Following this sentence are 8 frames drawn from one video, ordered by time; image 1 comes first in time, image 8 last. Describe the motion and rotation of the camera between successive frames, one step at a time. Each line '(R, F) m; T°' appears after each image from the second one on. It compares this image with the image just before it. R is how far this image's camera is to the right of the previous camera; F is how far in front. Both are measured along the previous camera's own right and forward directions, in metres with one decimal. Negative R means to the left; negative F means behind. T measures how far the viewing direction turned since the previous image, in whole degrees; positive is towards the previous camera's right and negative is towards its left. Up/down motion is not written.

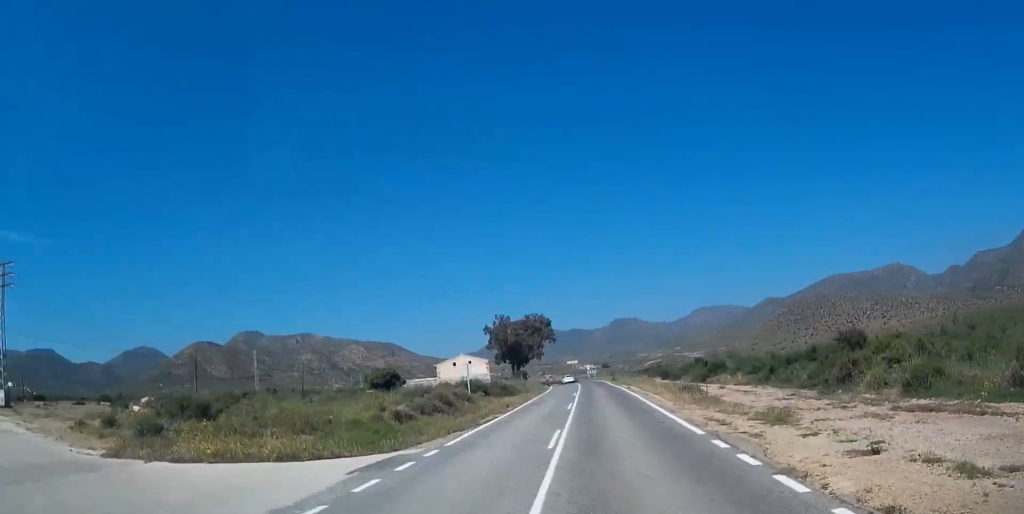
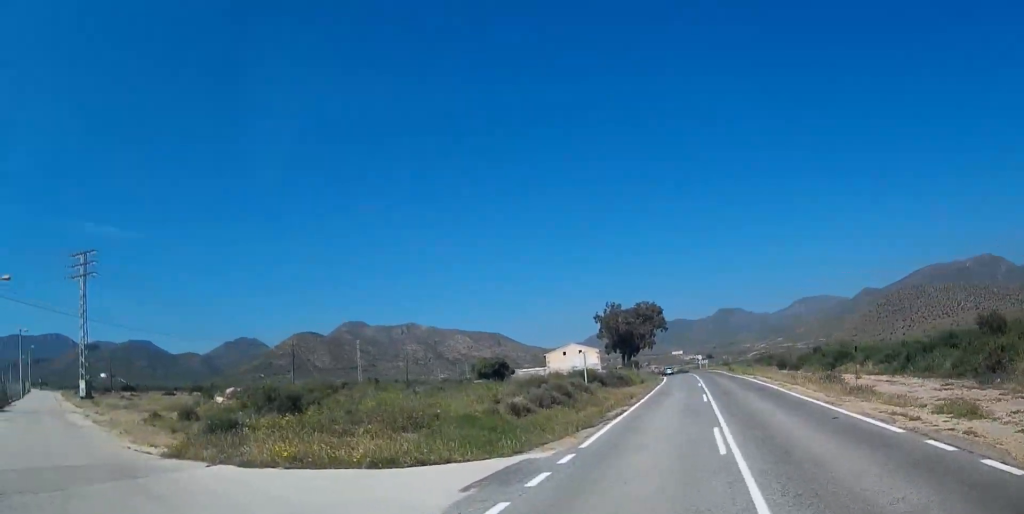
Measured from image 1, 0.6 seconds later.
(+0.2, +5.0) m; -5°
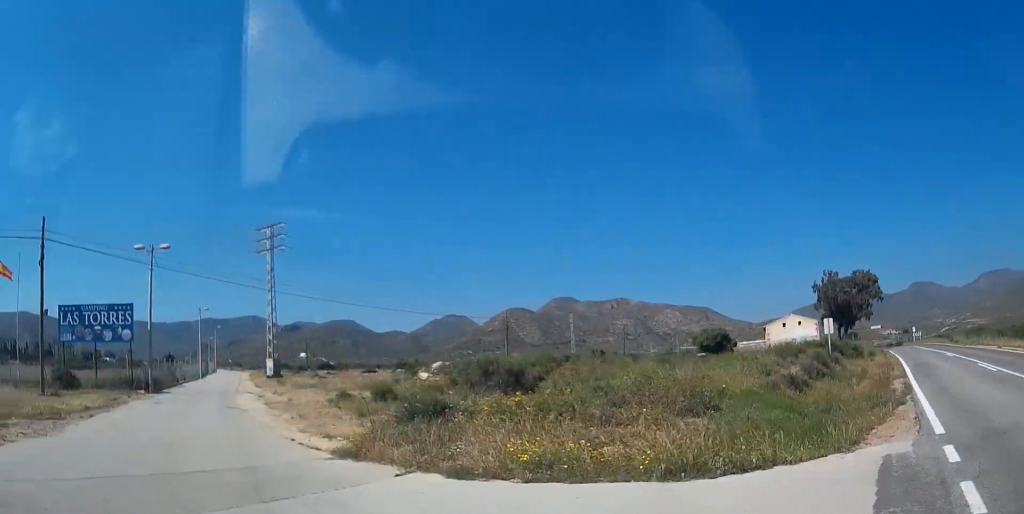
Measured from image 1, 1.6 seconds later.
(-0.7, +5.8) m; -30°
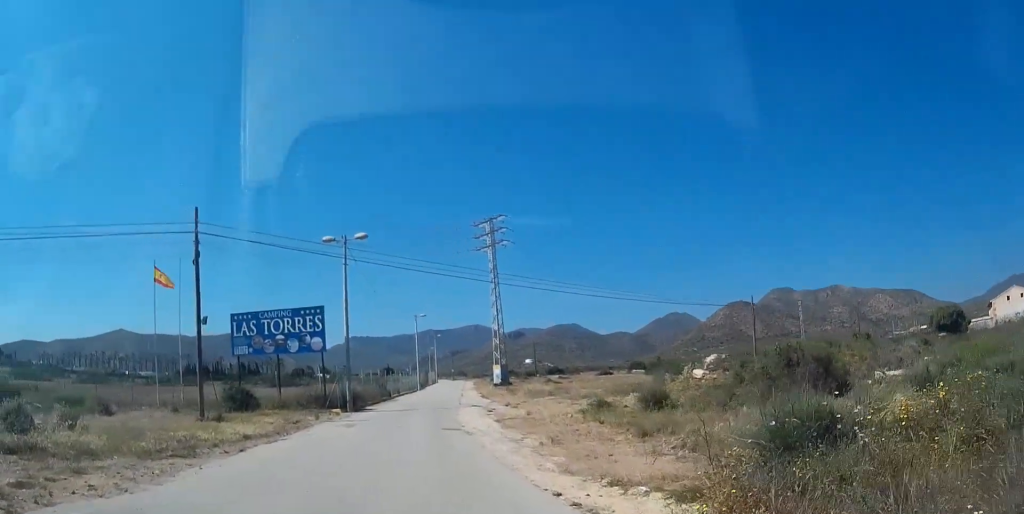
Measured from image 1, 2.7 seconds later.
(-2.7, +4.3) m; -43°
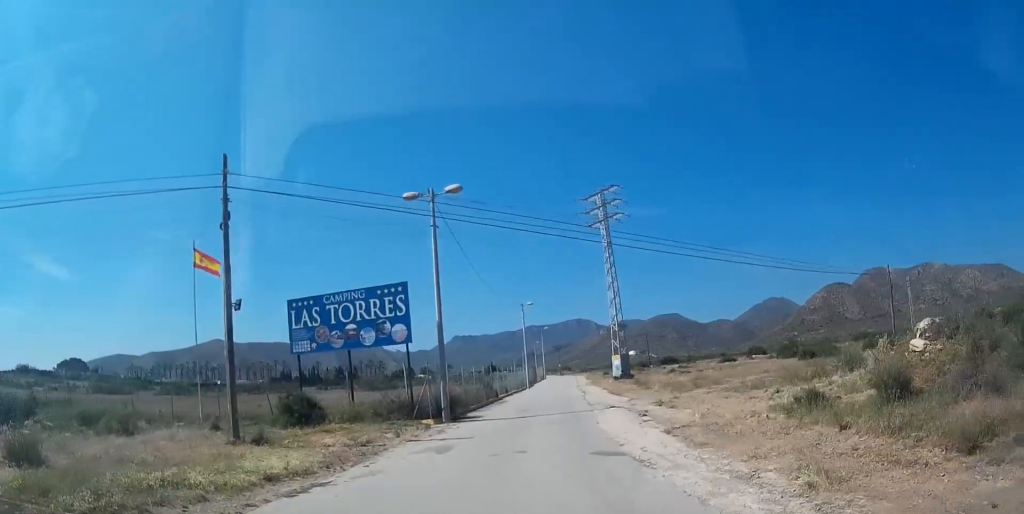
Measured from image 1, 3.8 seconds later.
(-0.9, +5.7) m; -9°
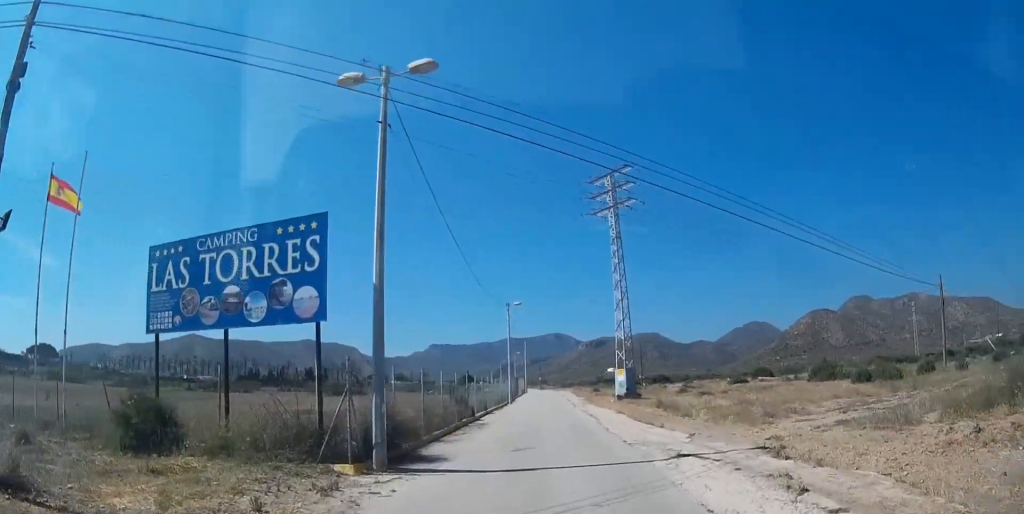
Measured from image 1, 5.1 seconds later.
(+0.1, +7.7) m; +5°
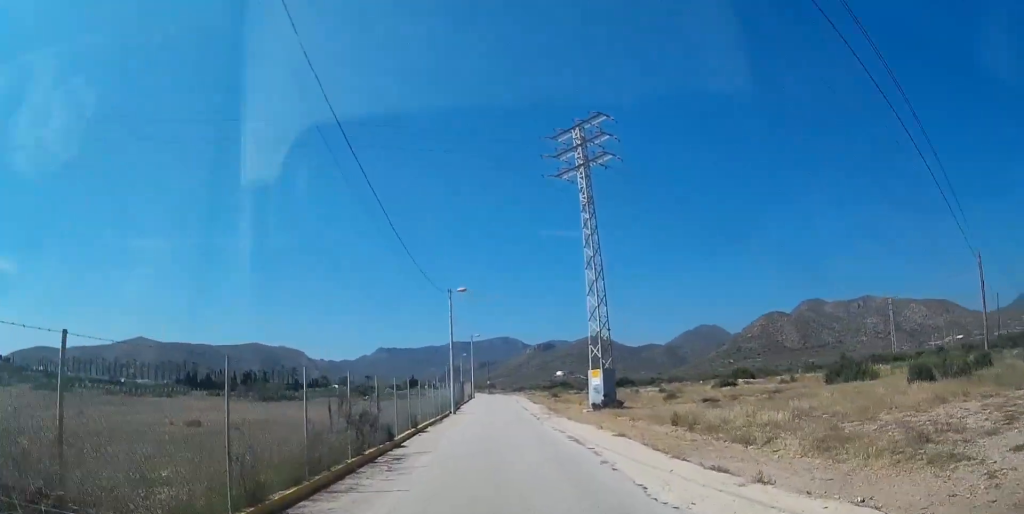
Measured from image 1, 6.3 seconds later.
(+0.7, +8.4) m; +11°
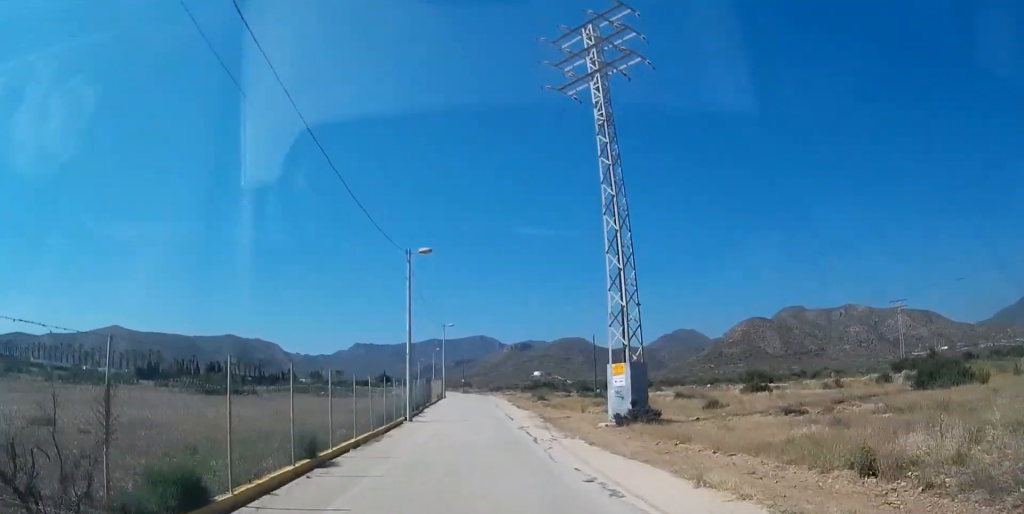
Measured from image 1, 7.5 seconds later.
(+1.0, +9.9) m; +8°
